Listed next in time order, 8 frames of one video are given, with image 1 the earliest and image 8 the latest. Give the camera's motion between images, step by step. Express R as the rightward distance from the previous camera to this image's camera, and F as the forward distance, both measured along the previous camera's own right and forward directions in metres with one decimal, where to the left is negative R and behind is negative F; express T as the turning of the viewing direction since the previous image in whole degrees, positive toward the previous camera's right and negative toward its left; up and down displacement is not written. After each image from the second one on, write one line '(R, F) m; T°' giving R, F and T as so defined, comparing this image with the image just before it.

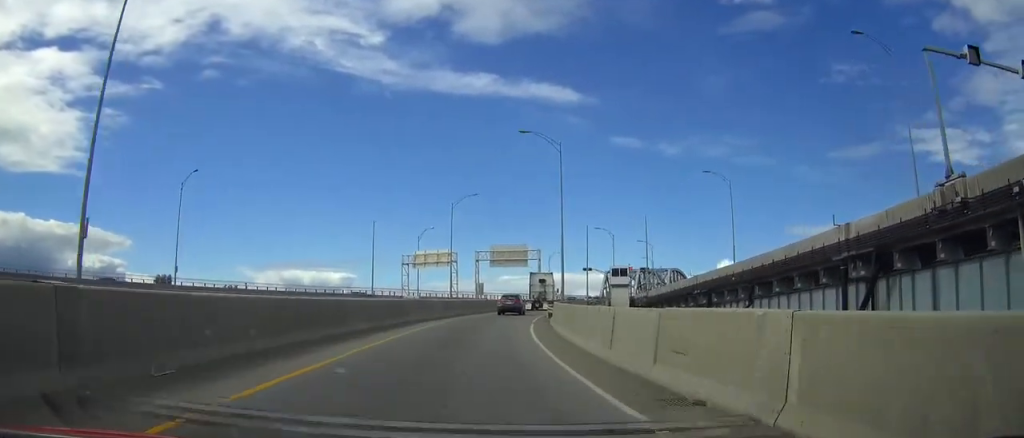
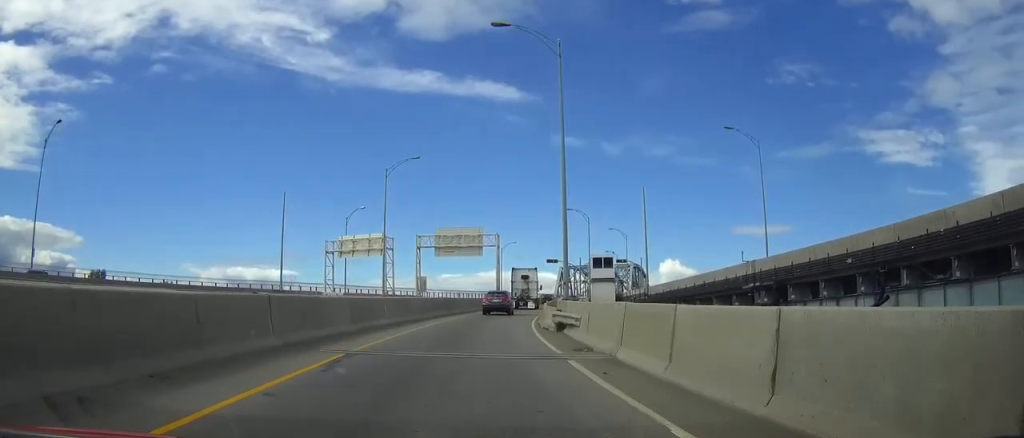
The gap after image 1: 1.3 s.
(+1.1, +21.5) m; +6°
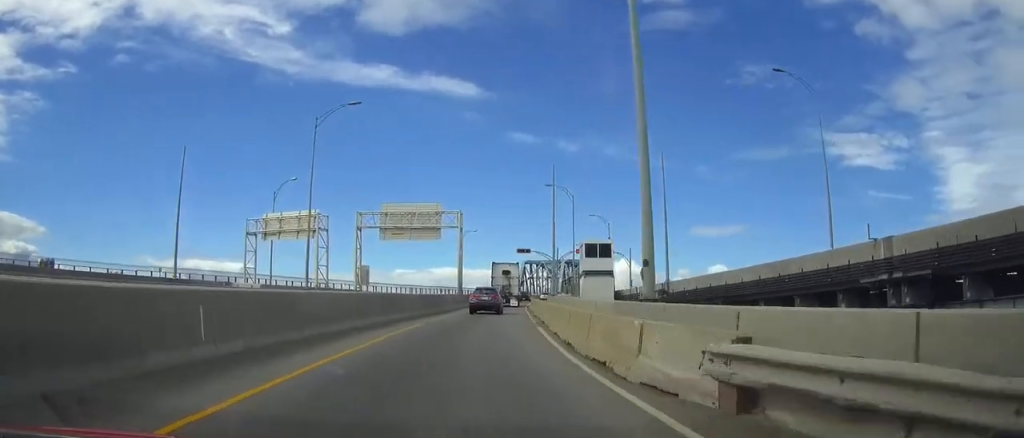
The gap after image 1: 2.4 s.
(+0.8, +17.3) m; +4°
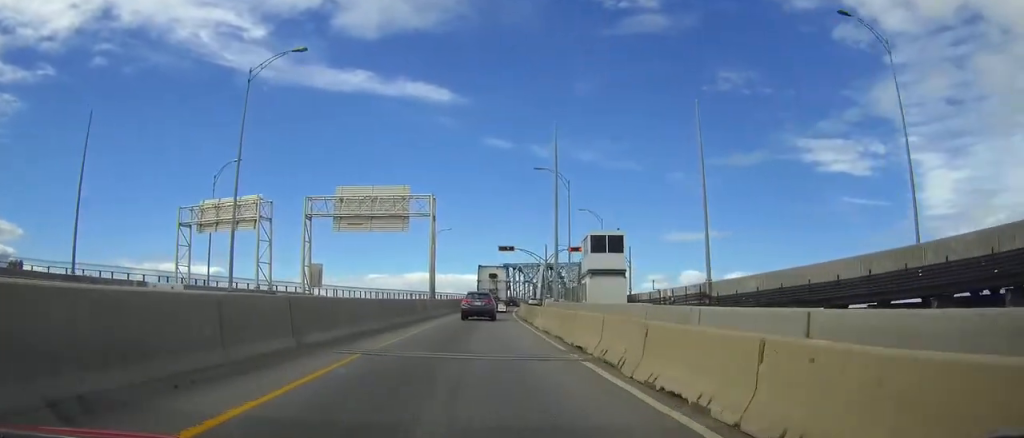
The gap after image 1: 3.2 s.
(+0.2, +11.9) m; +2°
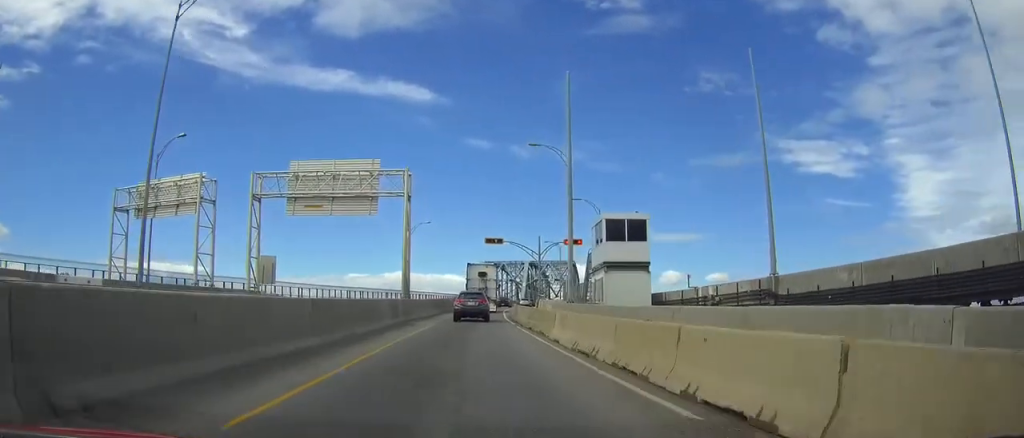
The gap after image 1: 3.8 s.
(+0.2, +9.2) m; +2°
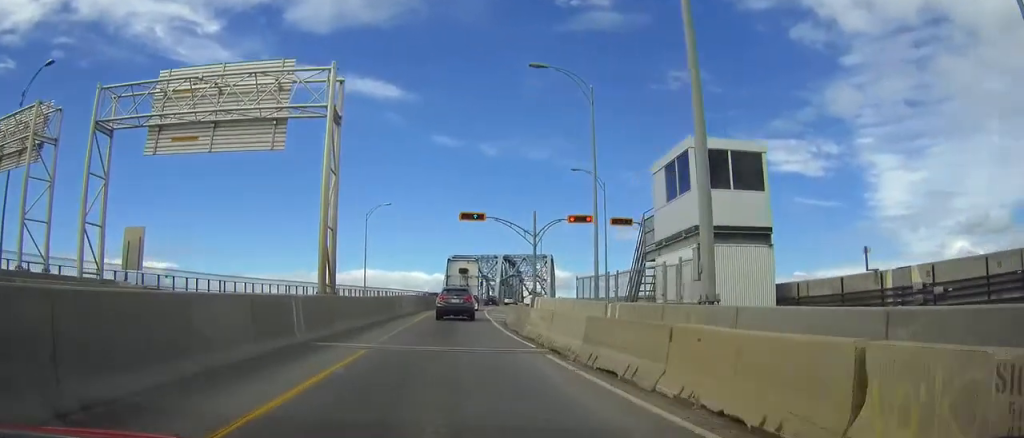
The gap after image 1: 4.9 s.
(+0.4, +16.9) m; +2°
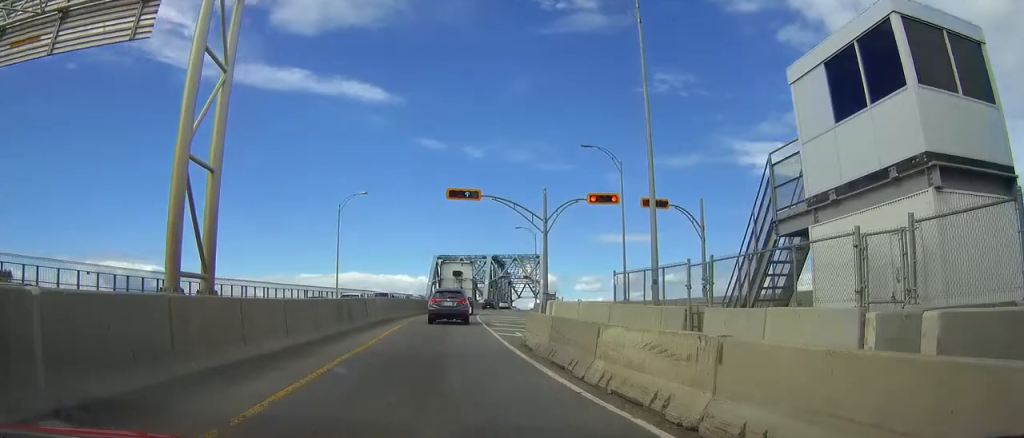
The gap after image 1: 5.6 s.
(+0.1, +10.6) m; +1°
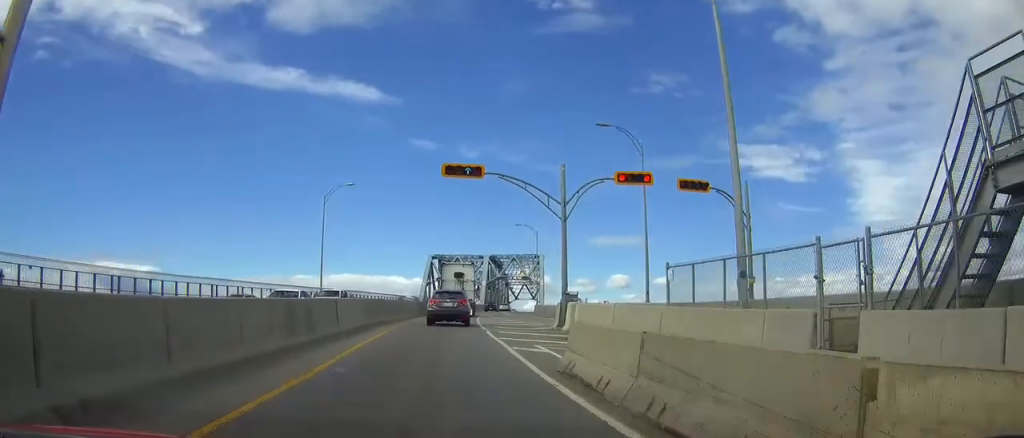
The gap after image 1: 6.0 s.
(+0.1, +6.6) m; +1°
